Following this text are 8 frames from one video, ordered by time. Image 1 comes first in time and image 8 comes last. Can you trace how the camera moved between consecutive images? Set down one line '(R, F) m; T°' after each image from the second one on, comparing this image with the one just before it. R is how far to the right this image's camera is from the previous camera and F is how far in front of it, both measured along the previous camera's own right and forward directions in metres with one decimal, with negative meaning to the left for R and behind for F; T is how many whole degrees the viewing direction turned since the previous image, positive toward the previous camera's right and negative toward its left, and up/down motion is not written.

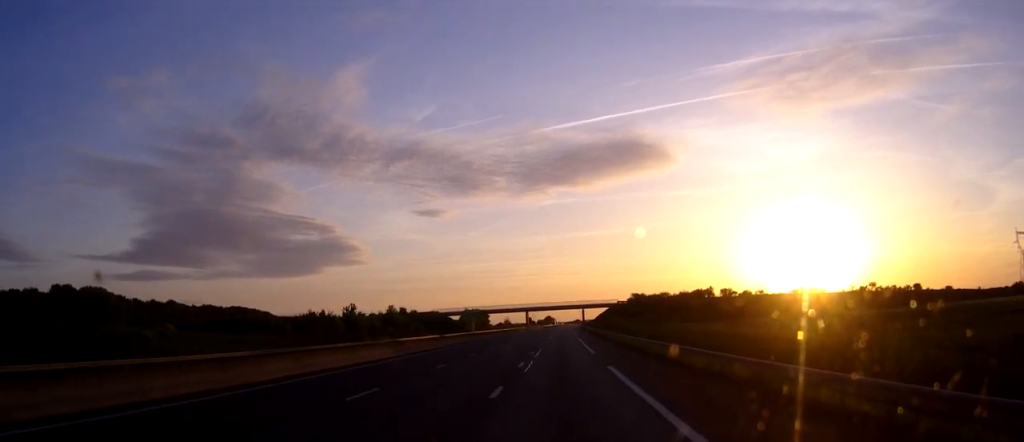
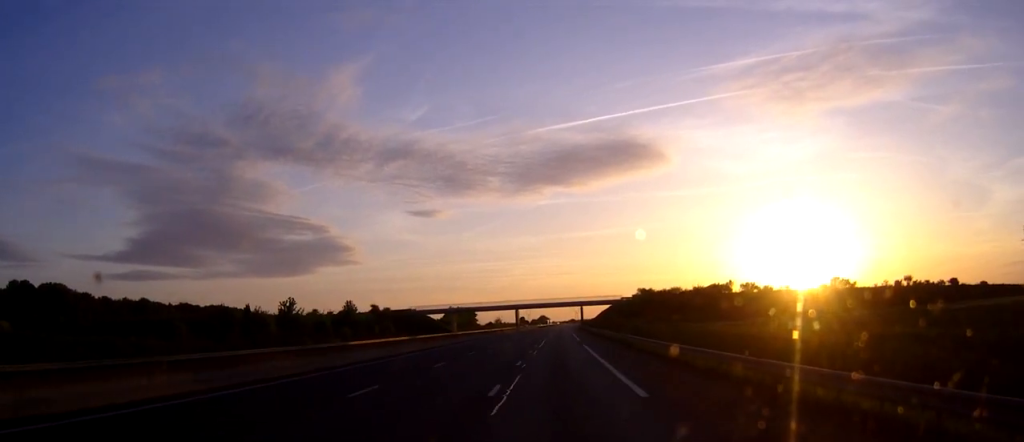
(+0.2, +25.8) m; 0°
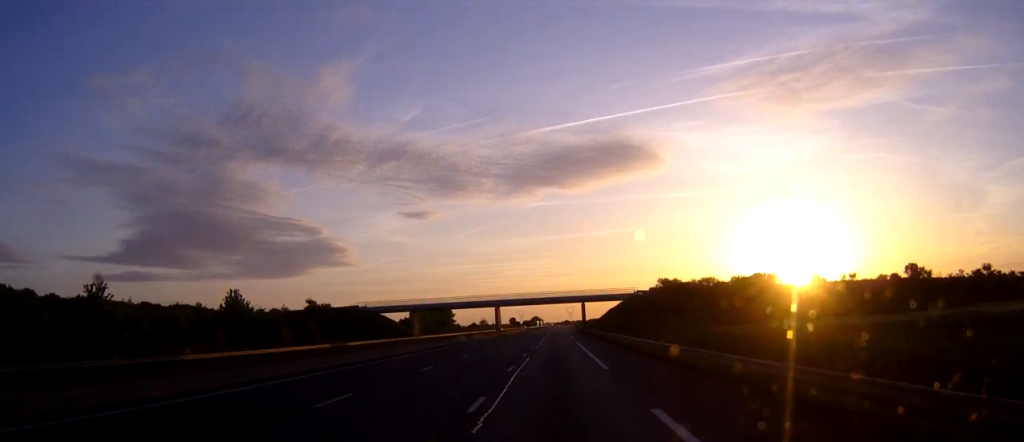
(0.0, +41.3) m; 0°
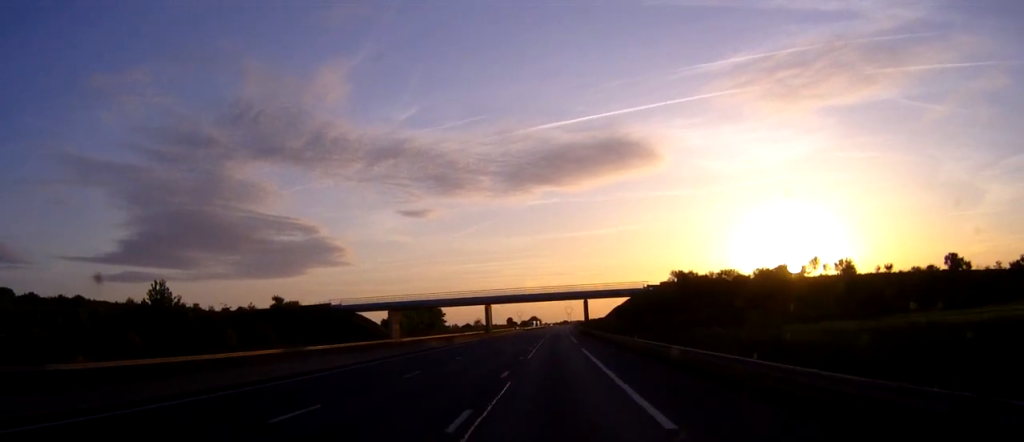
(0.0, +15.5) m; 0°
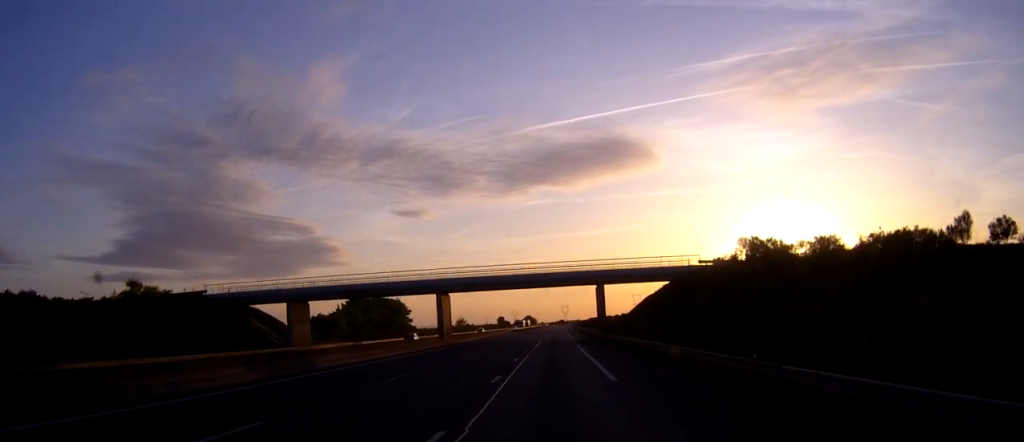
(+0.2, +42.2) m; 0°
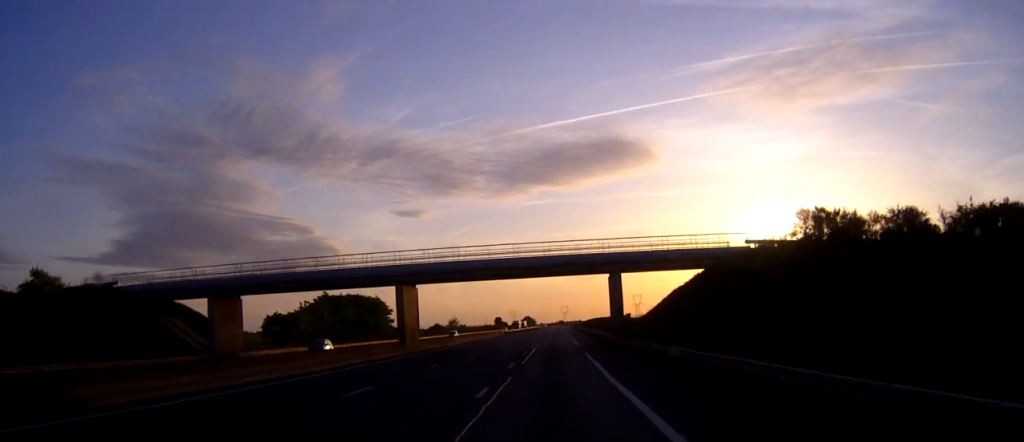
(0.0, +17.3) m; 0°
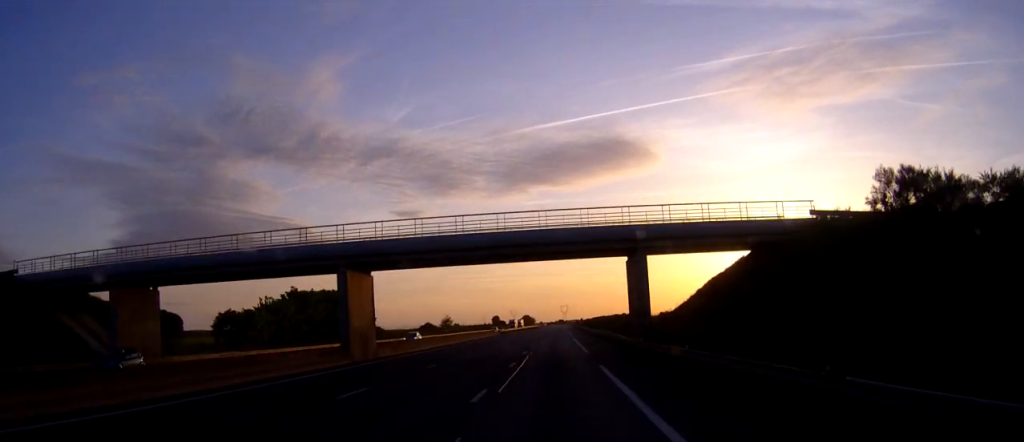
(0.0, +13.8) m; 0°
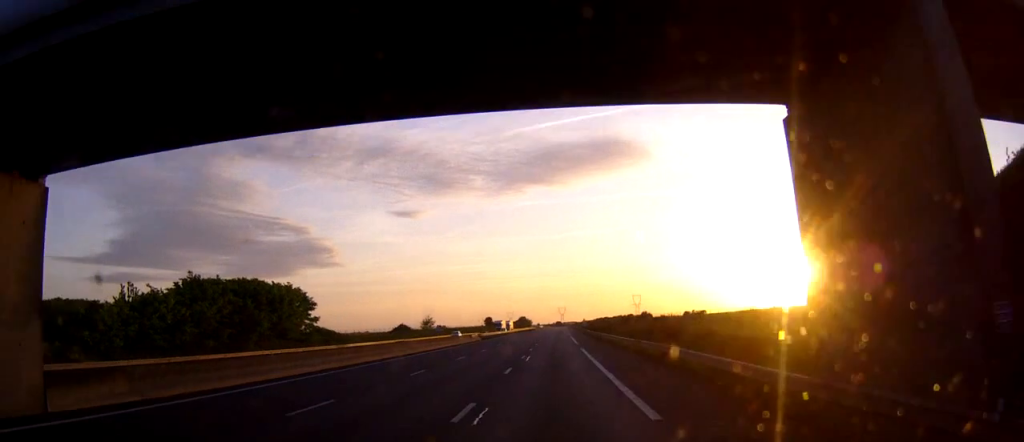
(+0.1, +29.3) m; 0°
